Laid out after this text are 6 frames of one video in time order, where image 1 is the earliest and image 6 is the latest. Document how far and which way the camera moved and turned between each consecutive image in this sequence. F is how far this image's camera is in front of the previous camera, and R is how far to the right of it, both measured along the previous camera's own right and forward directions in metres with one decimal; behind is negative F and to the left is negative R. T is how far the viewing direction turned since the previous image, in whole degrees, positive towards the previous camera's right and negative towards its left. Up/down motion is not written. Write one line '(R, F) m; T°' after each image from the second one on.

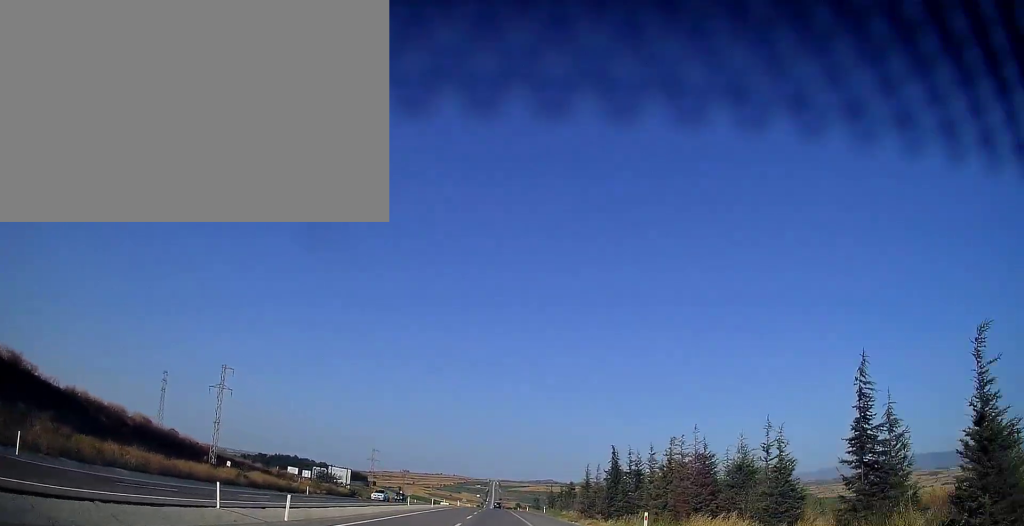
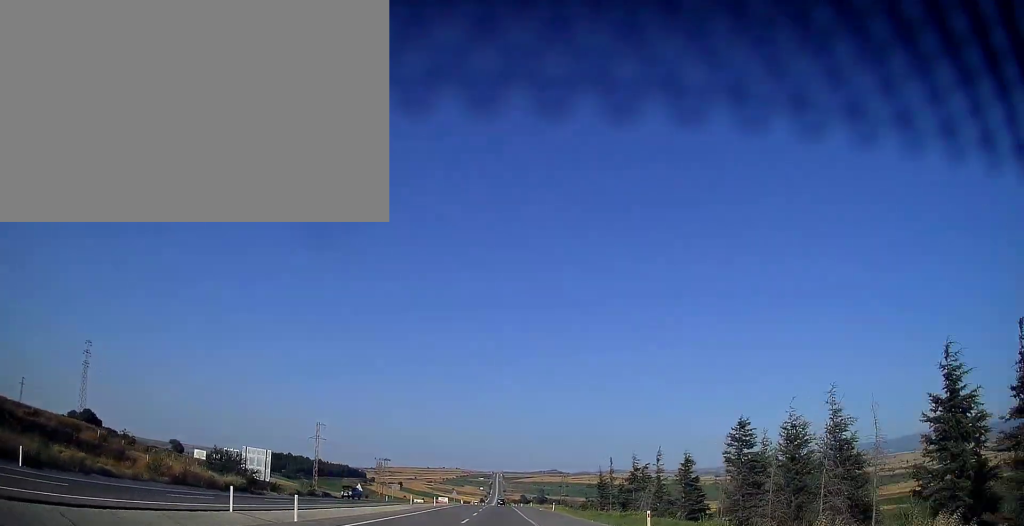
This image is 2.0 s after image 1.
(-0.3, +47.7) m; 0°
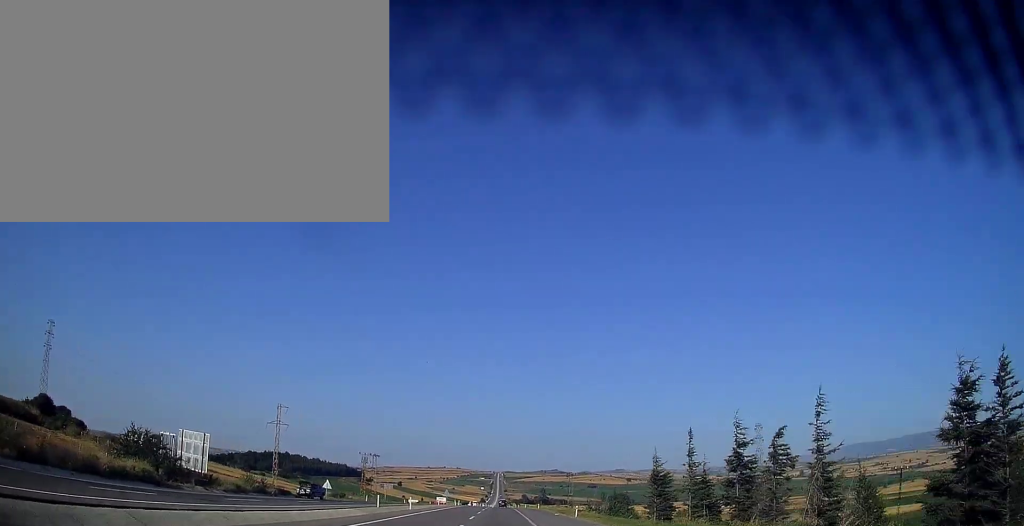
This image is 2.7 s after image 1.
(0.0, +18.9) m; 0°
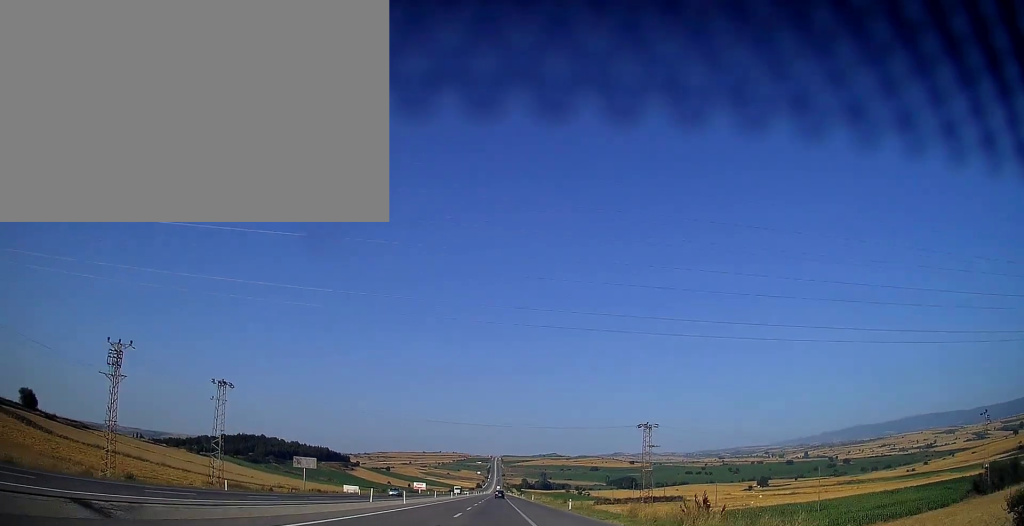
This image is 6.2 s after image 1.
(-0.4, +96.0) m; -1°
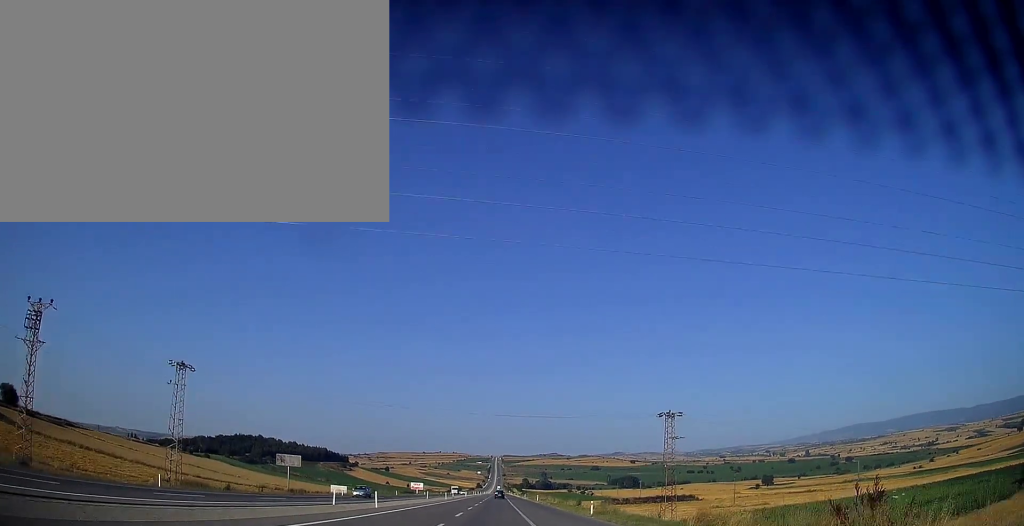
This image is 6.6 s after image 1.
(-0.1, +12.2) m; 0°
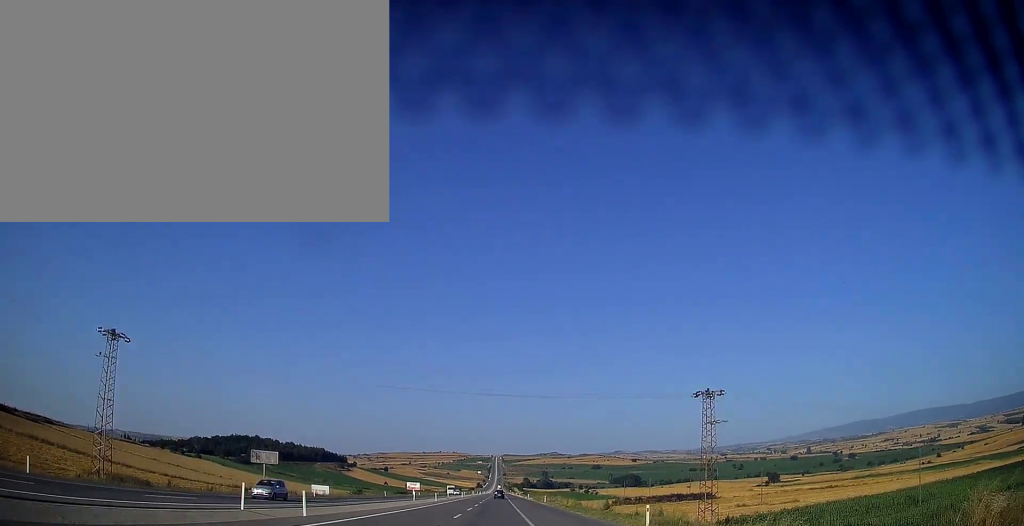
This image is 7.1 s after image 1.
(+0.1, +13.2) m; 0°
